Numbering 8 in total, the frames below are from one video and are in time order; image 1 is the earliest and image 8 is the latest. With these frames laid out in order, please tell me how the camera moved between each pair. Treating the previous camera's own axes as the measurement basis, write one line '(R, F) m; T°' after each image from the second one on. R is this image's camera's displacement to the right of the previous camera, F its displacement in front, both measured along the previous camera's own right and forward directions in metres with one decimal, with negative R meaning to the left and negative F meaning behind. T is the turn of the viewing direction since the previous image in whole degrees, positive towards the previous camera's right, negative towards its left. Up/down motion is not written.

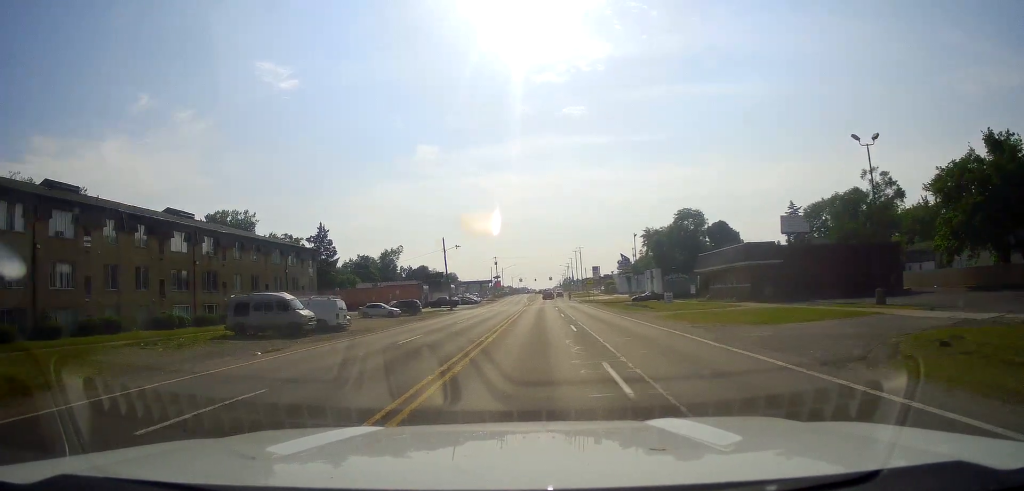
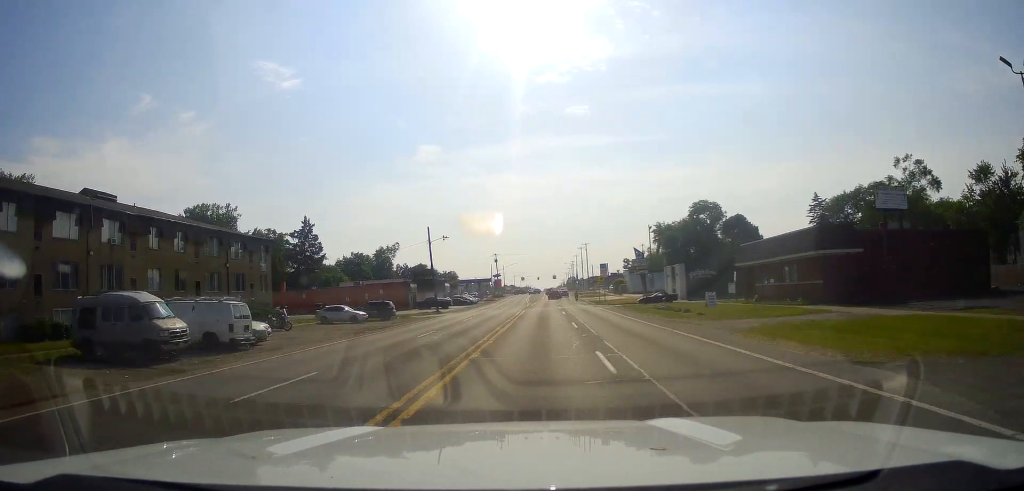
(-0.4, +12.8) m; 0°
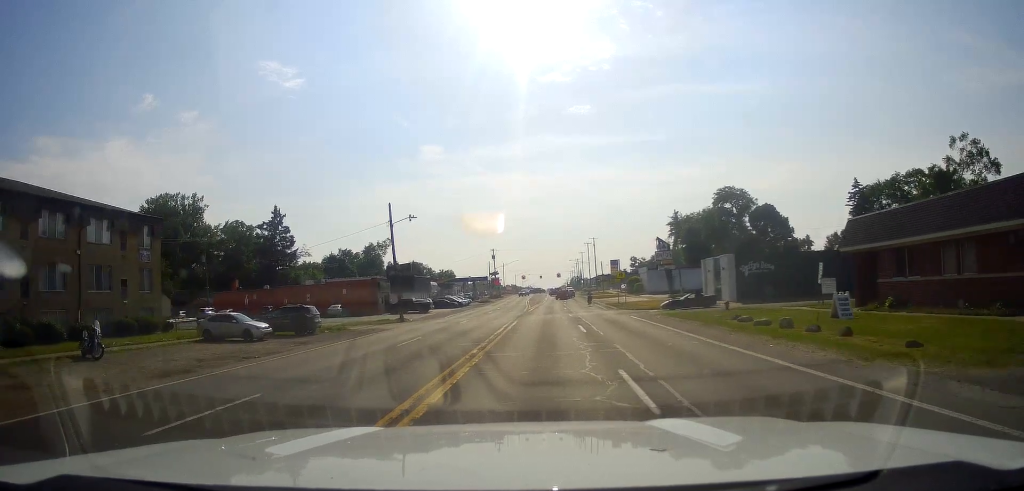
(+0.5, +18.4) m; 0°
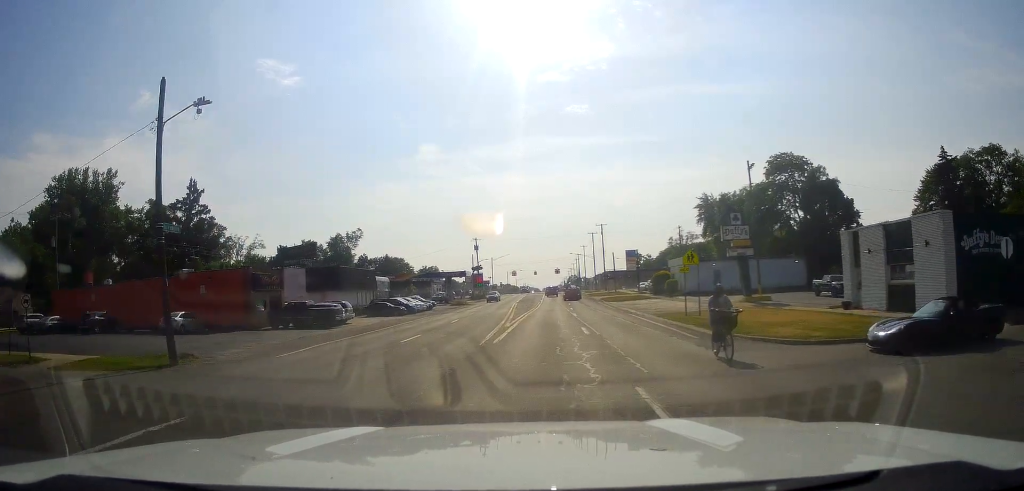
(-1.0, +32.3) m; -2°
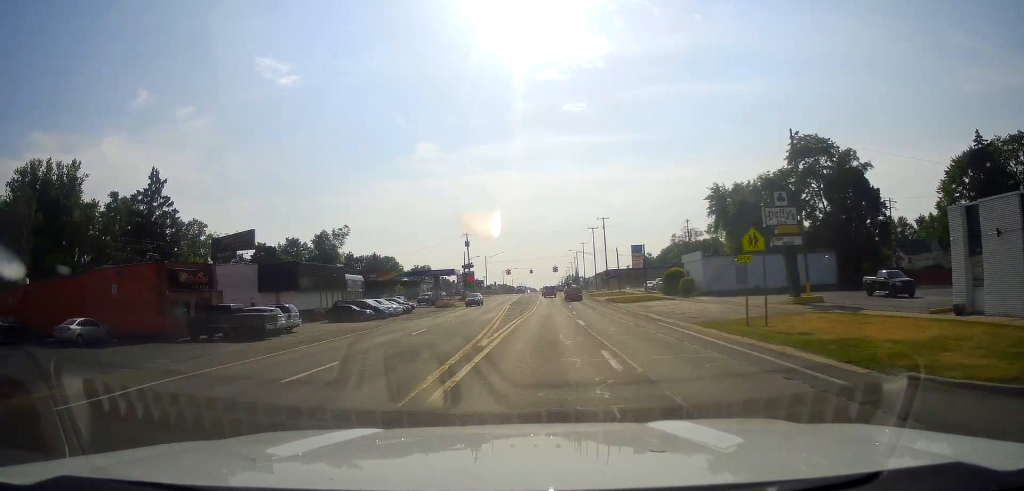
(0.0, +10.5) m; +1°
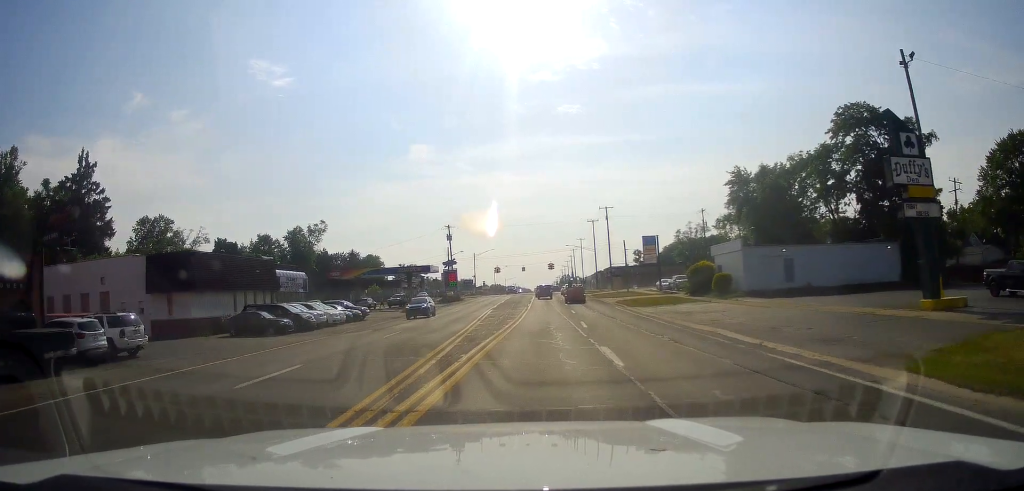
(+0.3, +16.2) m; +2°
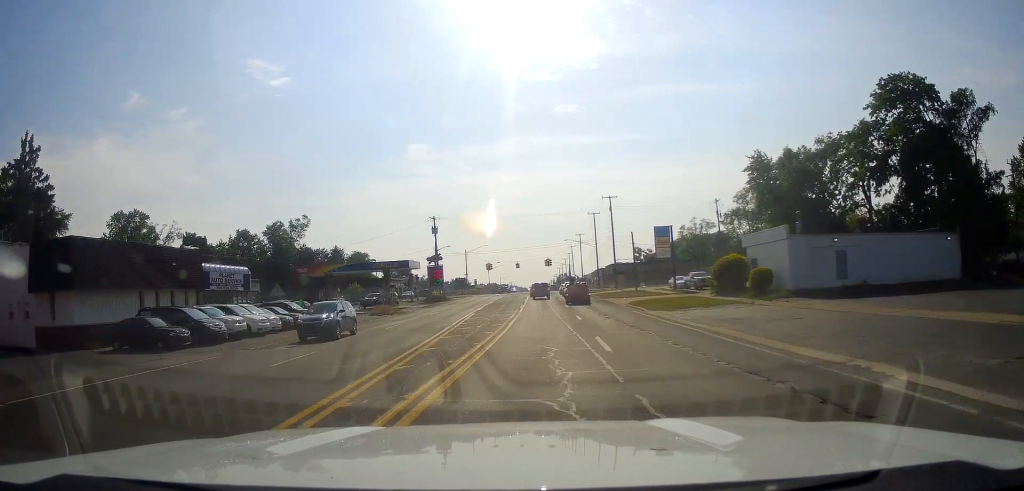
(+0.1, +11.1) m; +1°
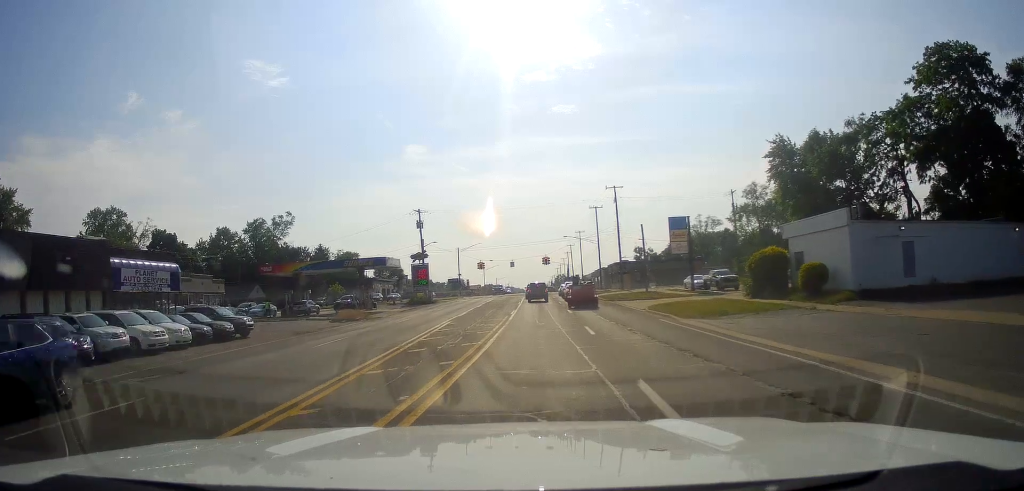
(0.0, +9.8) m; 0°
